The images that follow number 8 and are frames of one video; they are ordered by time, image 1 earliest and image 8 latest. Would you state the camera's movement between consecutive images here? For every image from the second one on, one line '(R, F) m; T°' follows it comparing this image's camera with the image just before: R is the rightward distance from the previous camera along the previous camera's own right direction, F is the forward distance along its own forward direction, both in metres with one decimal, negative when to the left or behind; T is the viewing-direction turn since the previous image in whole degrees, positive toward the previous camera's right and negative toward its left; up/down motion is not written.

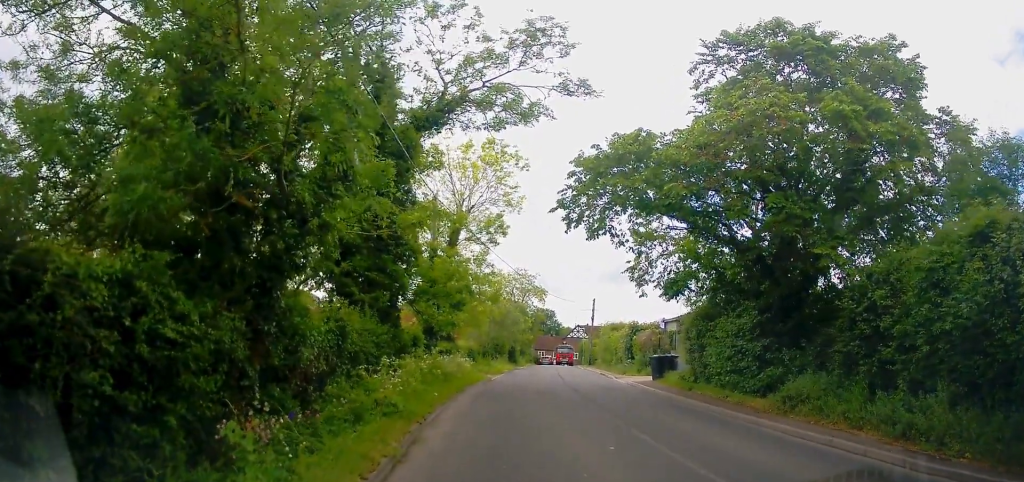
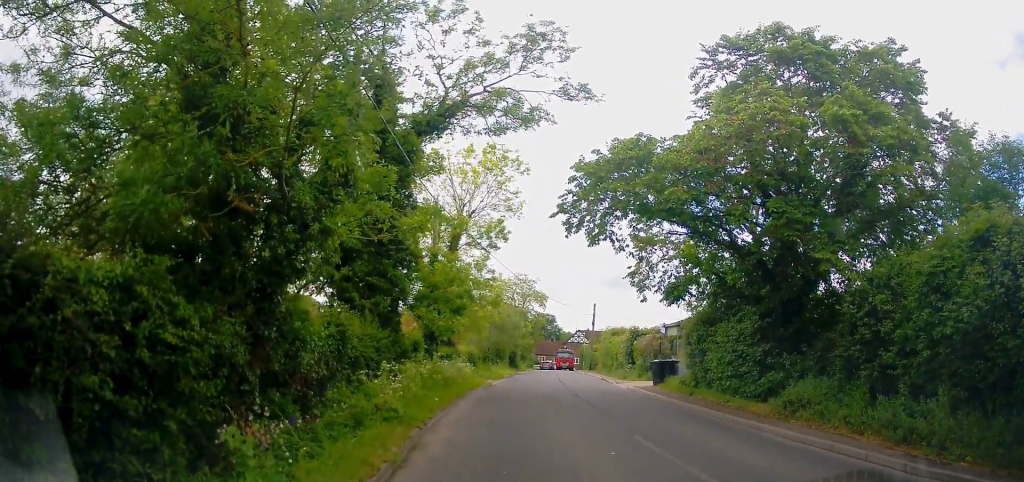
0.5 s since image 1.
(+0.1, +0.4) m; 0°
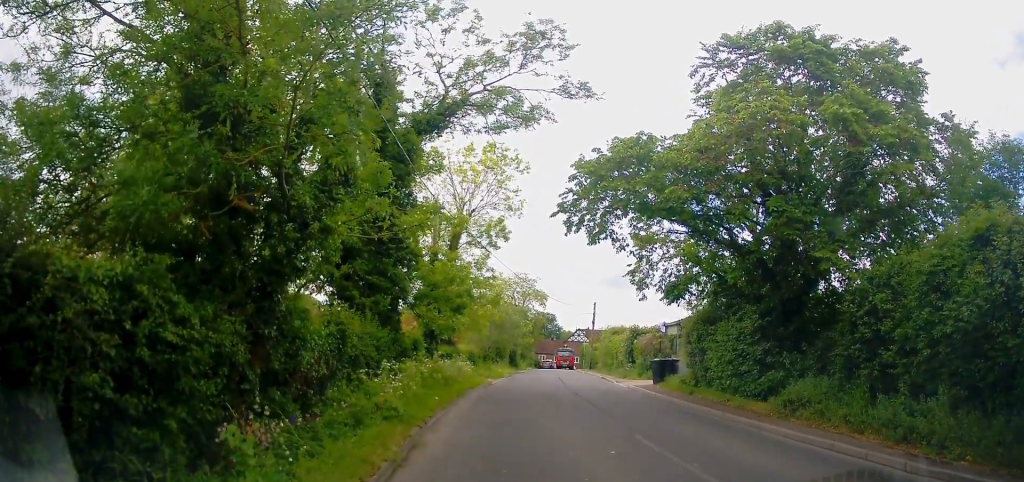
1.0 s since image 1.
(0.0, 0.0) m; 0°
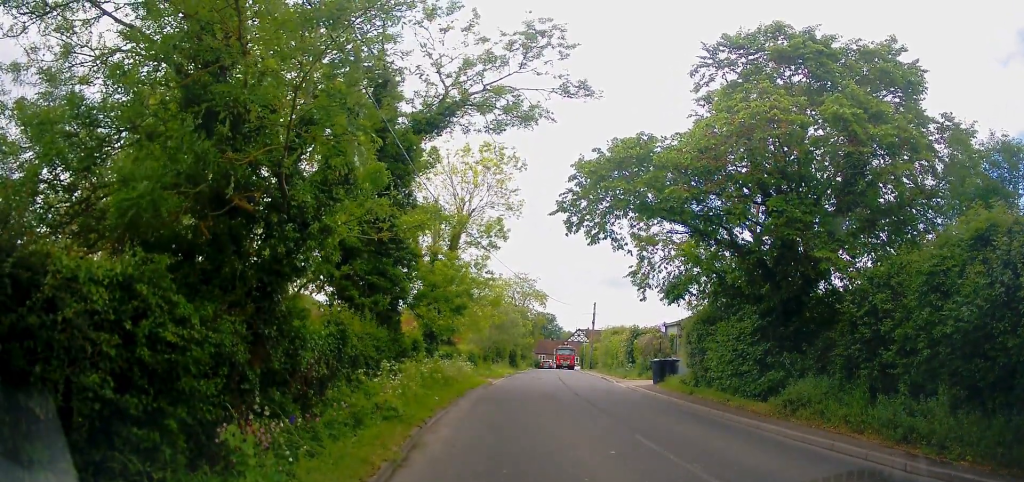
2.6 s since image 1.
(0.0, 0.0) m; 0°
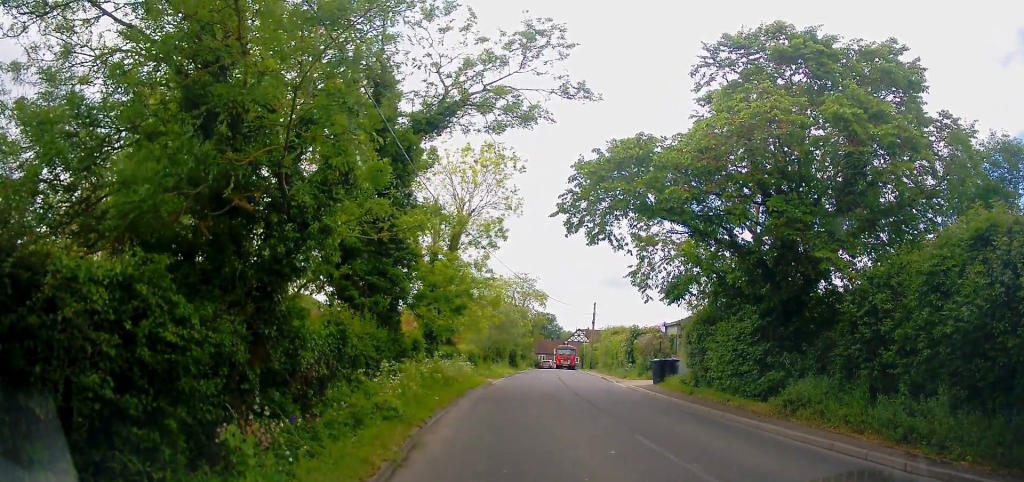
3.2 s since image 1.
(0.0, 0.0) m; 0°
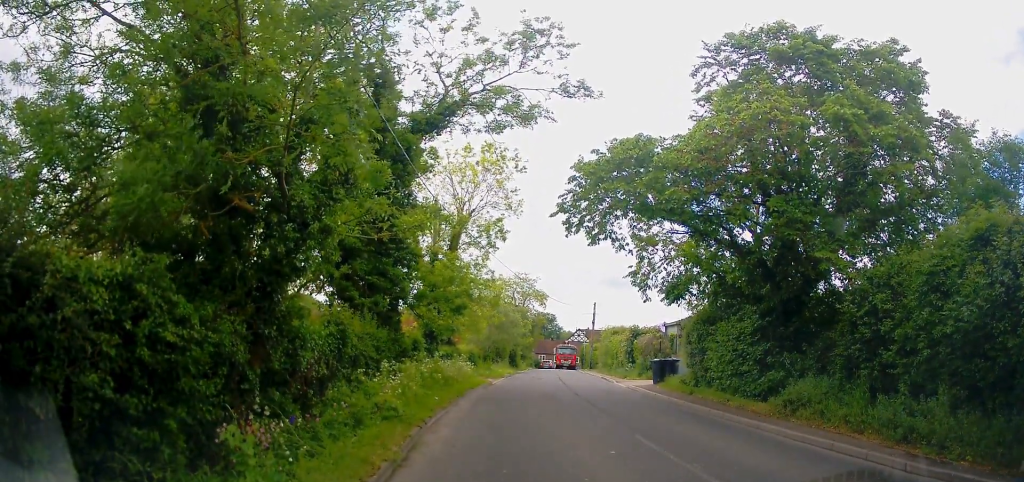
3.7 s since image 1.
(0.0, 0.0) m; 0°
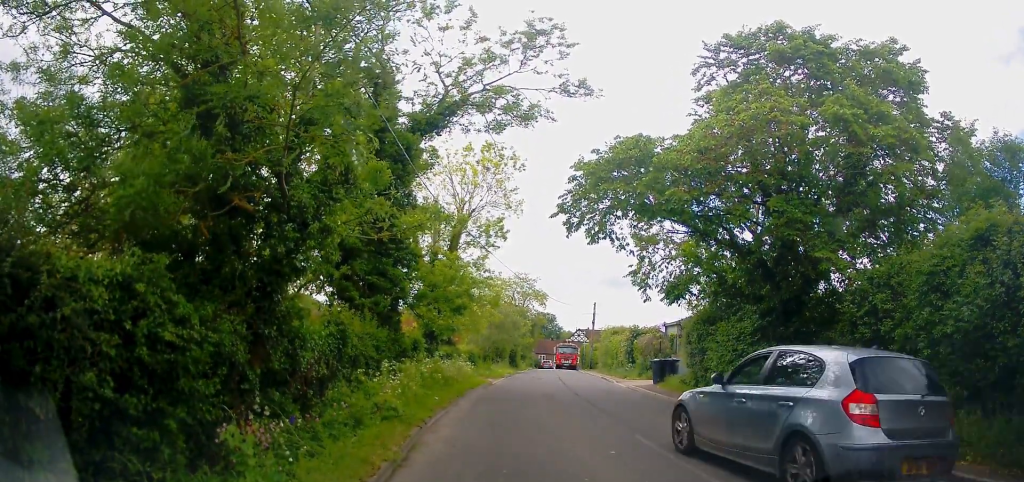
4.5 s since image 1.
(0.0, 0.0) m; 0°
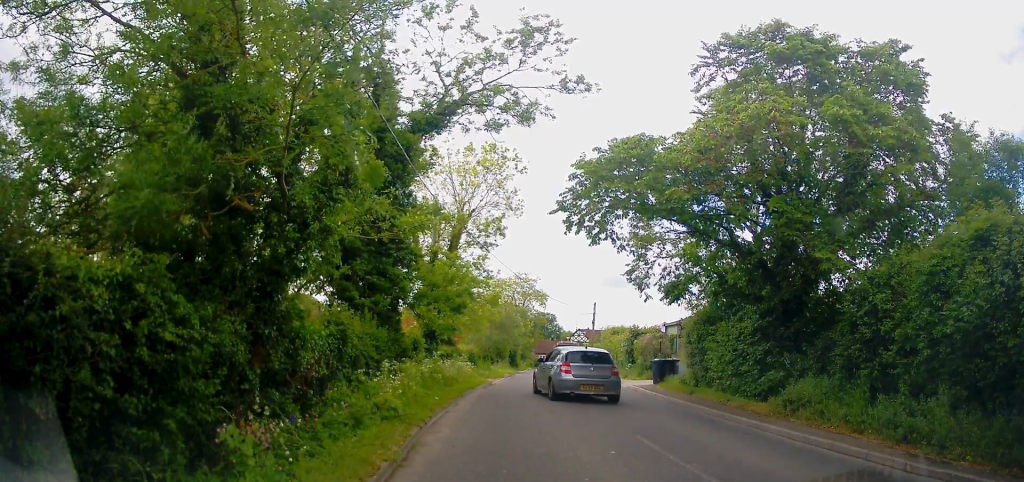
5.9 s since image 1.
(0.0, 0.0) m; 0°
